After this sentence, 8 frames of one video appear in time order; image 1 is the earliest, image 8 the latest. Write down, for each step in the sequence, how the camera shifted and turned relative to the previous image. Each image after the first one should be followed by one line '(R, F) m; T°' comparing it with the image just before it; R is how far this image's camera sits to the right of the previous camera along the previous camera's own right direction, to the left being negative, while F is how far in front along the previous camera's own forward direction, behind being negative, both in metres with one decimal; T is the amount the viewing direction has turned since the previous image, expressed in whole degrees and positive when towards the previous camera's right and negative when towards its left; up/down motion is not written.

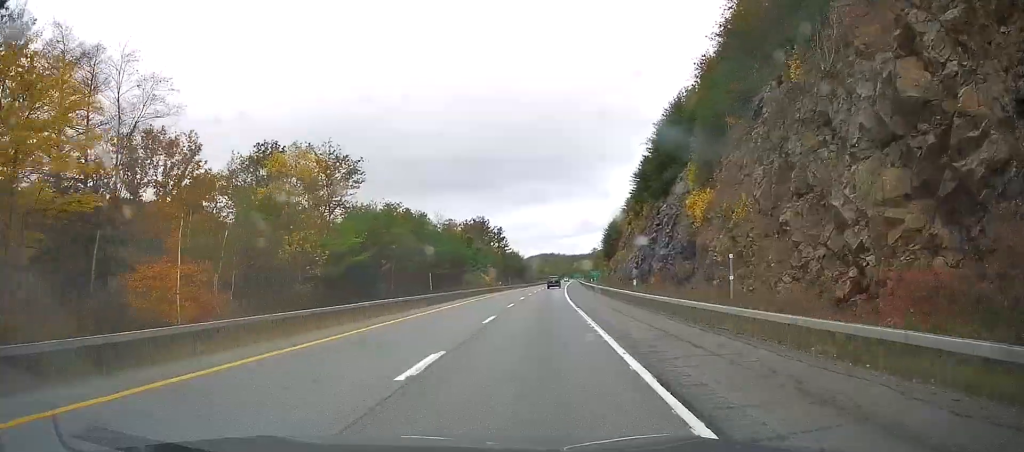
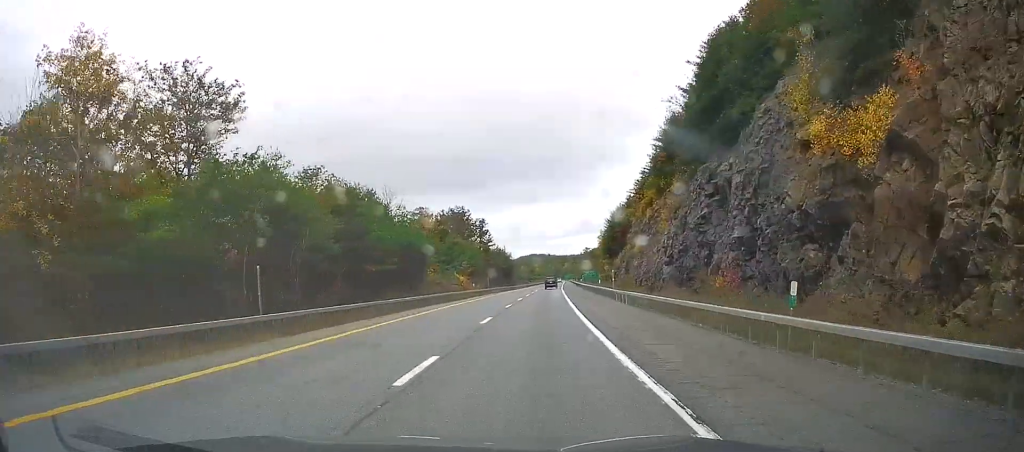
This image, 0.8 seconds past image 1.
(+0.2, +25.2) m; +1°
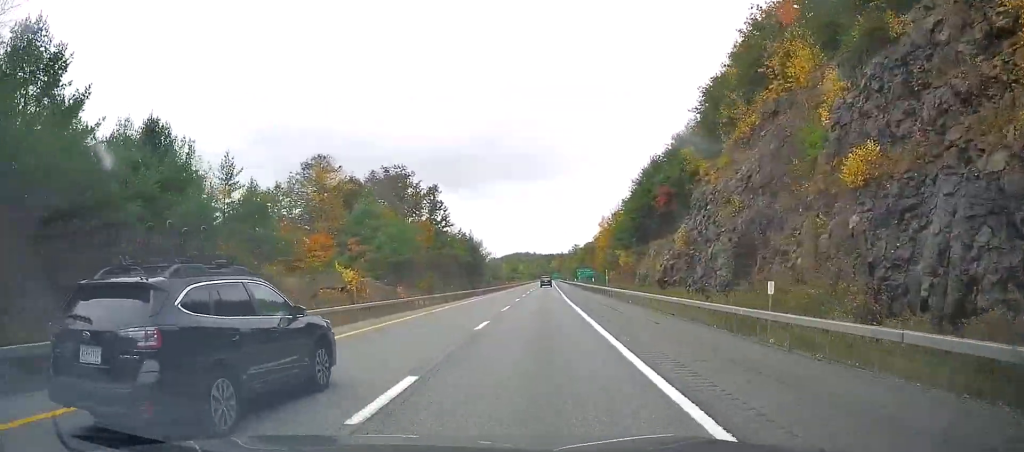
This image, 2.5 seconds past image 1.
(+0.6, +51.3) m; +1°
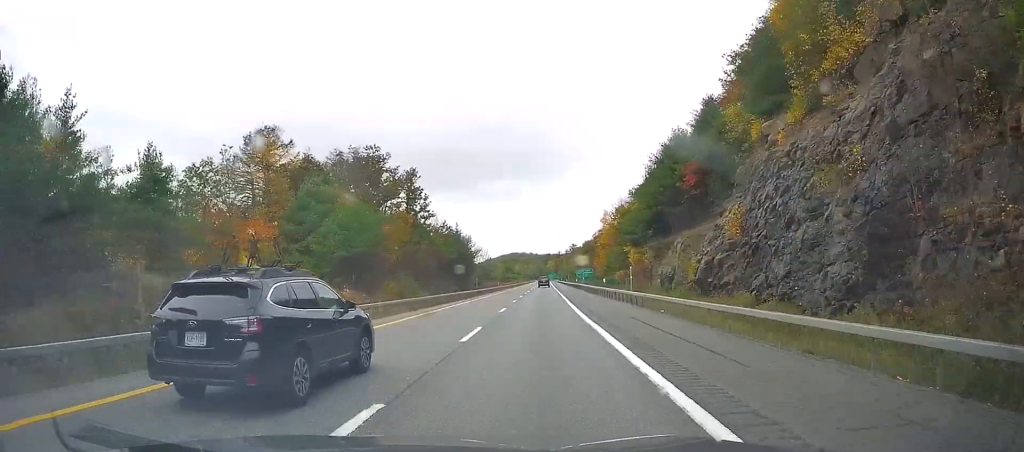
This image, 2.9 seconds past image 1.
(+0.2, +14.3) m; +1°
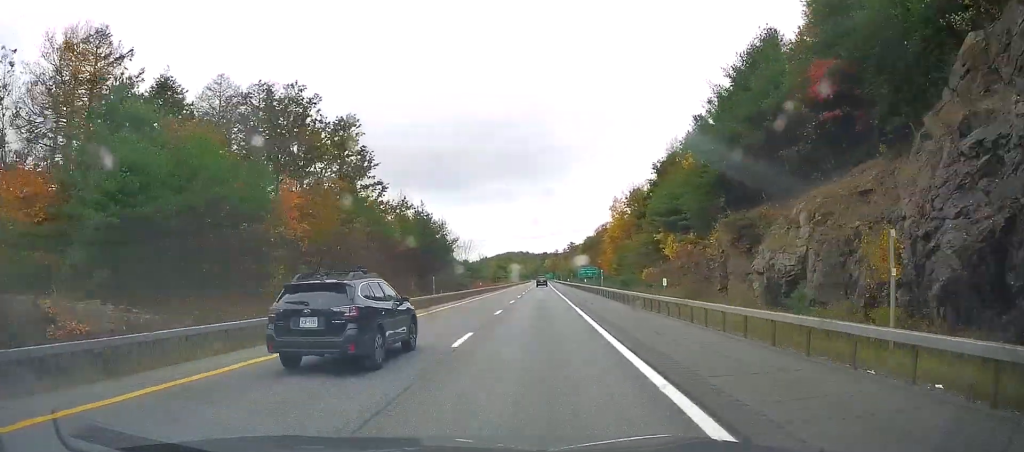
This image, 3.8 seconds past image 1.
(+0.3, +26.6) m; +1°
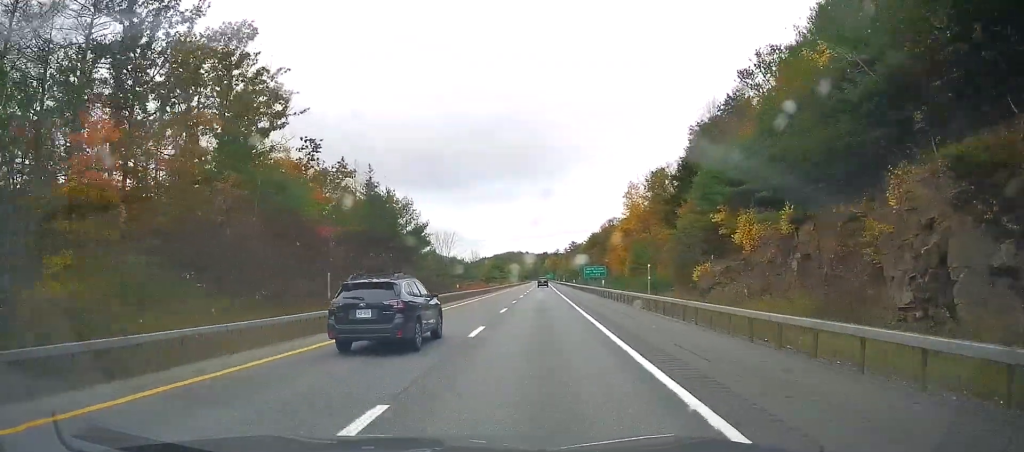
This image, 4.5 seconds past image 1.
(+0.2, +22.1) m; +1°
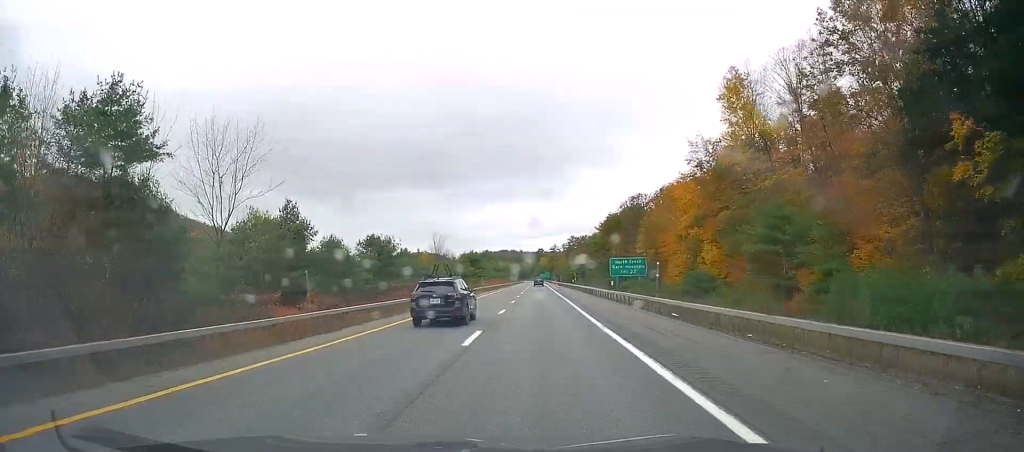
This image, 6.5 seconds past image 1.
(-0.4, +62.7) m; +1°
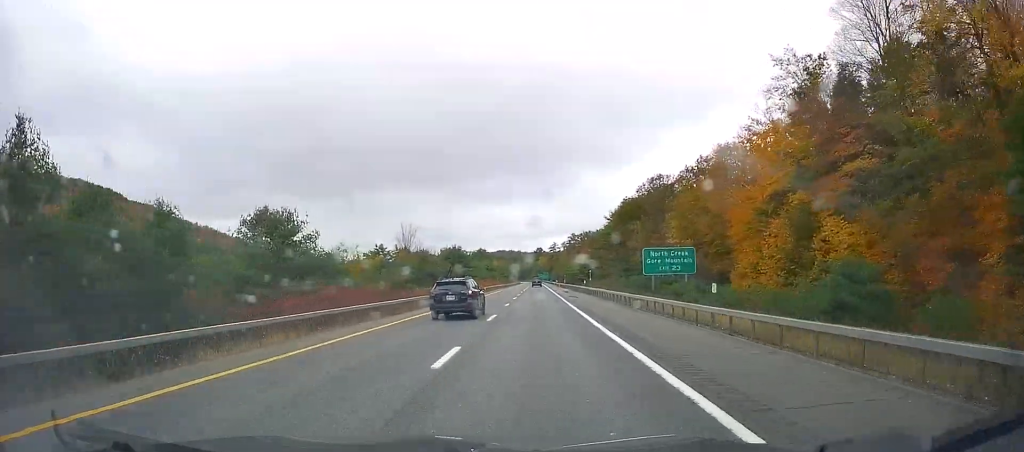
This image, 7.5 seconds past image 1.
(+0.7, +29.0) m; 0°
